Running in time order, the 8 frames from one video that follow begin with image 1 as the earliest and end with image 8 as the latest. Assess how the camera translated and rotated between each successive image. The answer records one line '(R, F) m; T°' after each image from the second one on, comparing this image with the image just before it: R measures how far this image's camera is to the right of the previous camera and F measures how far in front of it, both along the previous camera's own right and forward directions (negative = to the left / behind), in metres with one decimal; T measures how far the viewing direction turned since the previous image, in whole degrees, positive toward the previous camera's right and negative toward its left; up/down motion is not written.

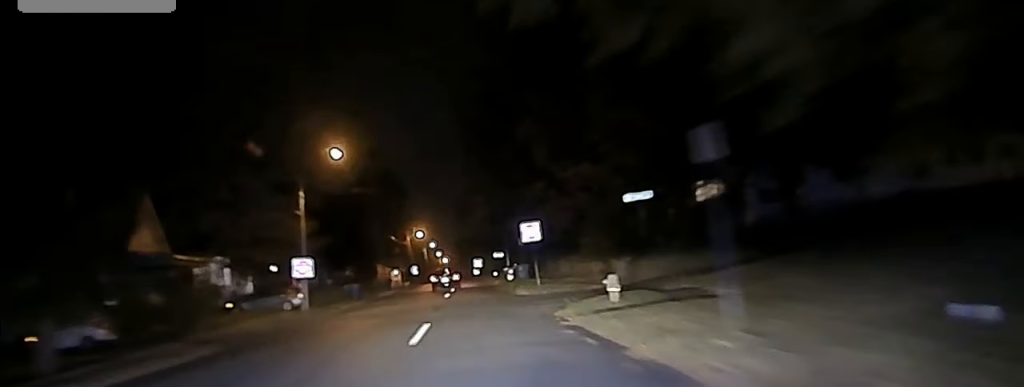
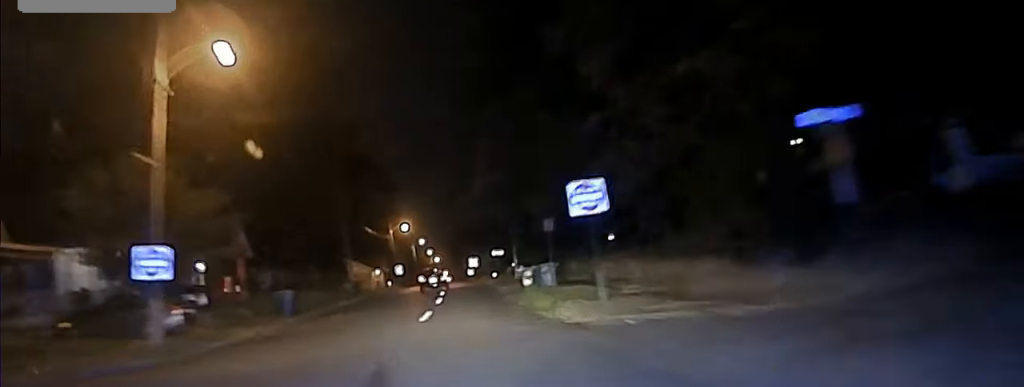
(-0.2, +22.1) m; 0°
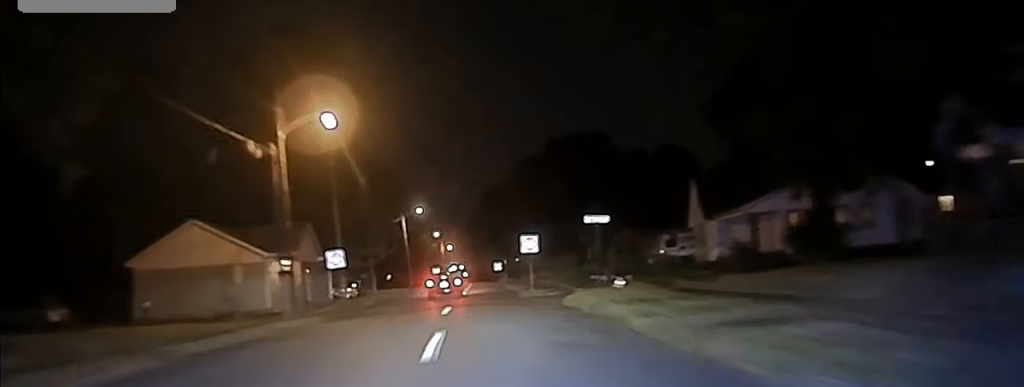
(-0.6, +71.8) m; 0°
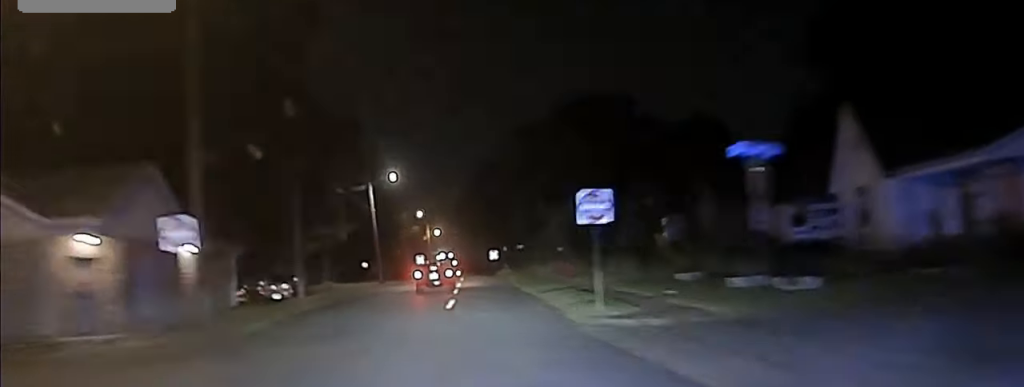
(0.0, +24.4) m; 0°
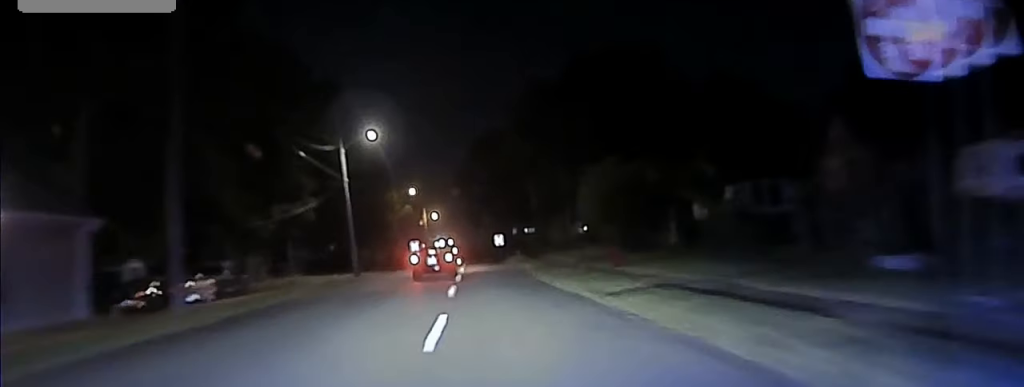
(0.0, +14.6) m; 0°
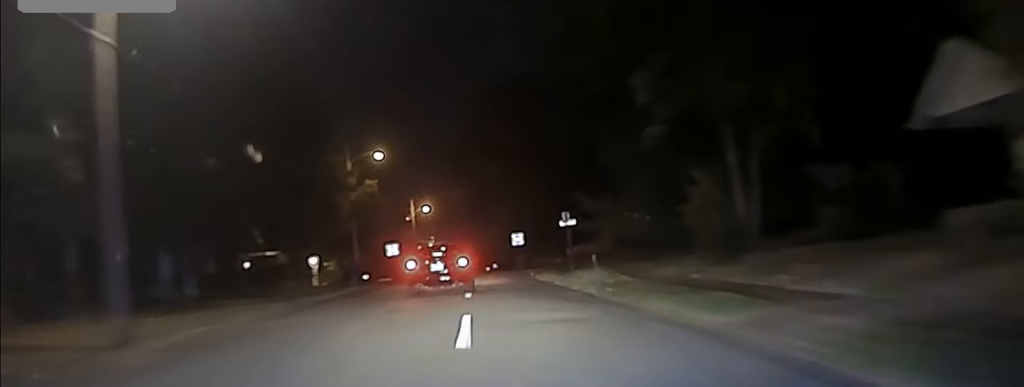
(+0.4, +34.1) m; +1°
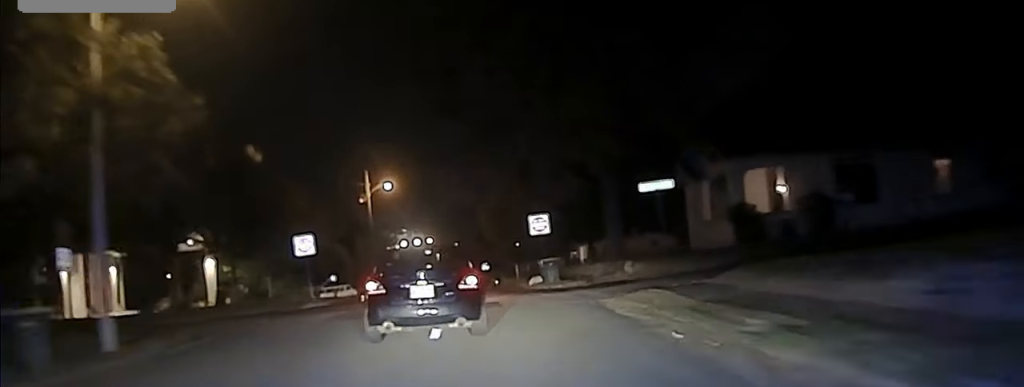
(0.0, +34.3) m; -1°
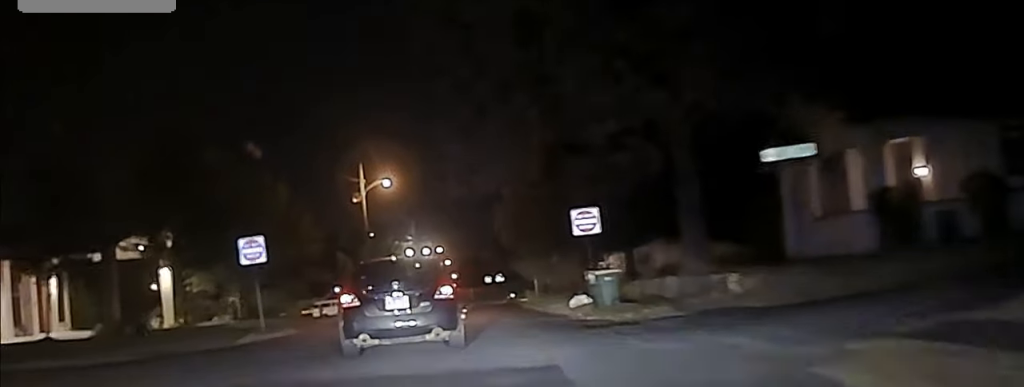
(-0.1, +14.5) m; 0°
